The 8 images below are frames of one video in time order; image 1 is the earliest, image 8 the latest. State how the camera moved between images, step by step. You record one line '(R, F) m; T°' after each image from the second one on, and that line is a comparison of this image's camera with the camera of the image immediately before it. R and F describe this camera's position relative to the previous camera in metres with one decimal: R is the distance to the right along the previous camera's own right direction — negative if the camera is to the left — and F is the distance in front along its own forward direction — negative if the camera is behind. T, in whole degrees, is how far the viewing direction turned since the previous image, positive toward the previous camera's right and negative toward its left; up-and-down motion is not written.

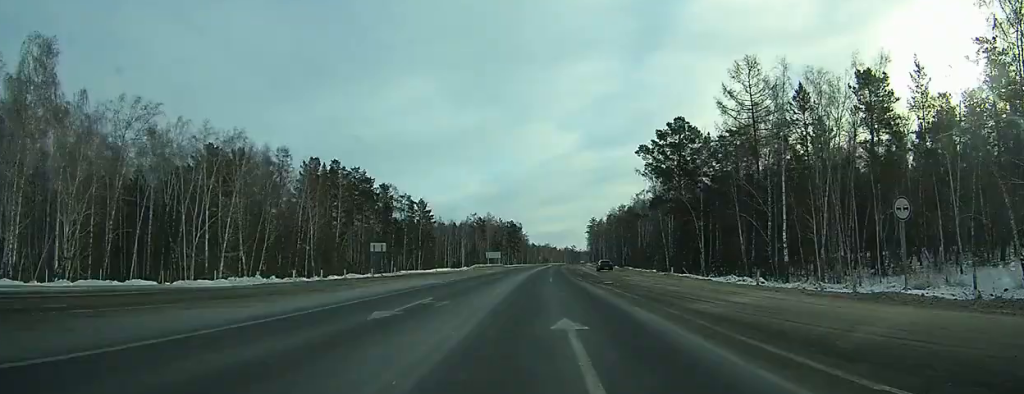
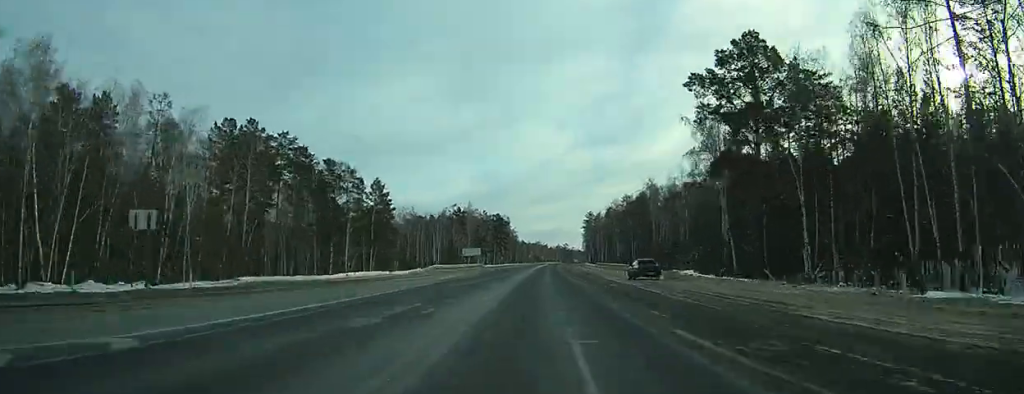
(-3.5, +30.9) m; +5°
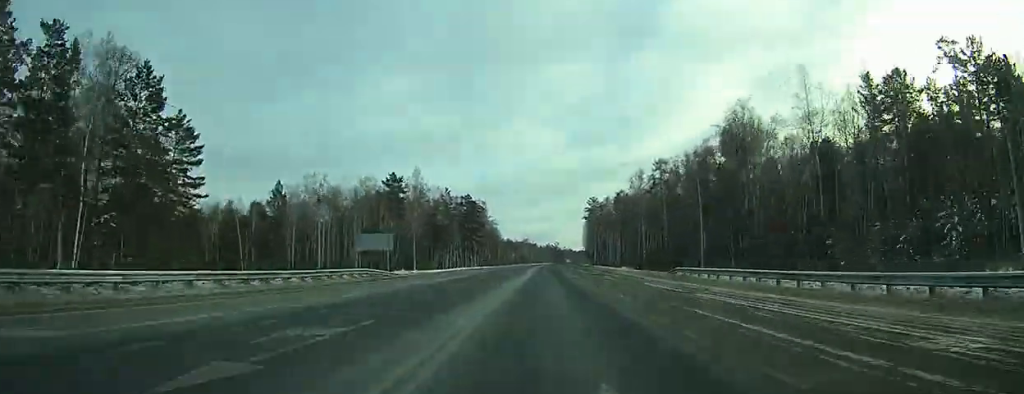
(+10.0, +64.1) m; +9°
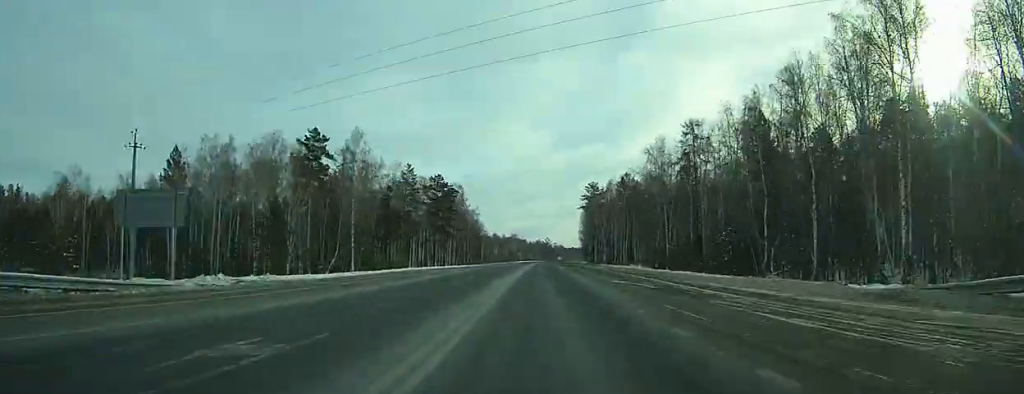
(-3.1, +32.4) m; +3°
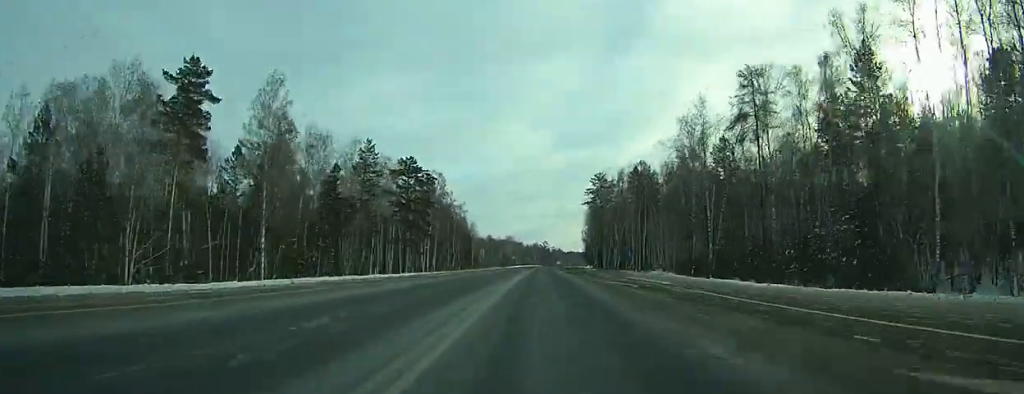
(+1.8, +26.0) m; -3°
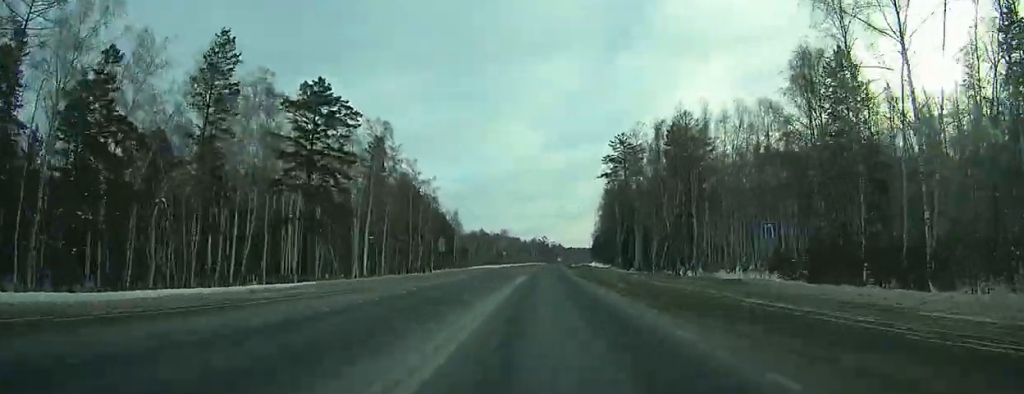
(+2.4, +39.2) m; -8°
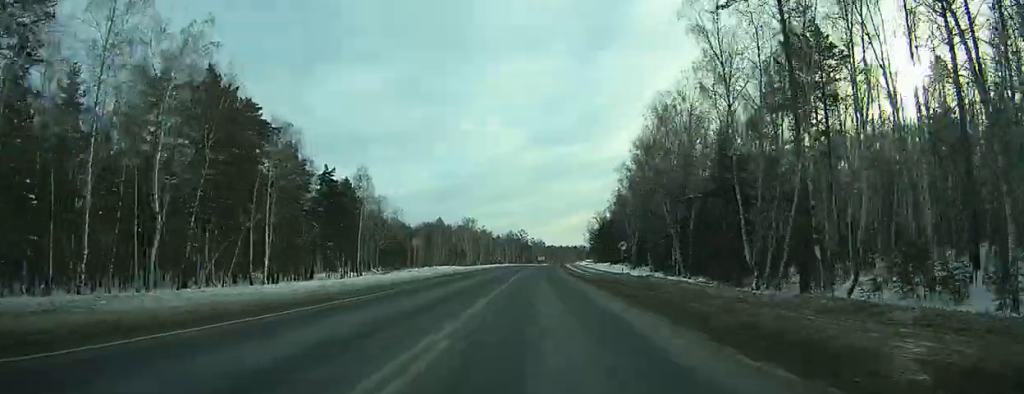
(-8.5, +68.0) m; +2°
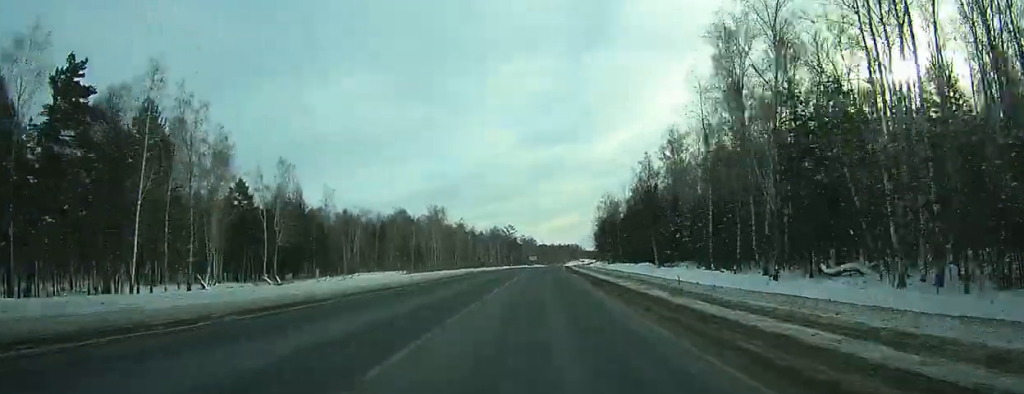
(+3.5, +56.1) m; +4°
